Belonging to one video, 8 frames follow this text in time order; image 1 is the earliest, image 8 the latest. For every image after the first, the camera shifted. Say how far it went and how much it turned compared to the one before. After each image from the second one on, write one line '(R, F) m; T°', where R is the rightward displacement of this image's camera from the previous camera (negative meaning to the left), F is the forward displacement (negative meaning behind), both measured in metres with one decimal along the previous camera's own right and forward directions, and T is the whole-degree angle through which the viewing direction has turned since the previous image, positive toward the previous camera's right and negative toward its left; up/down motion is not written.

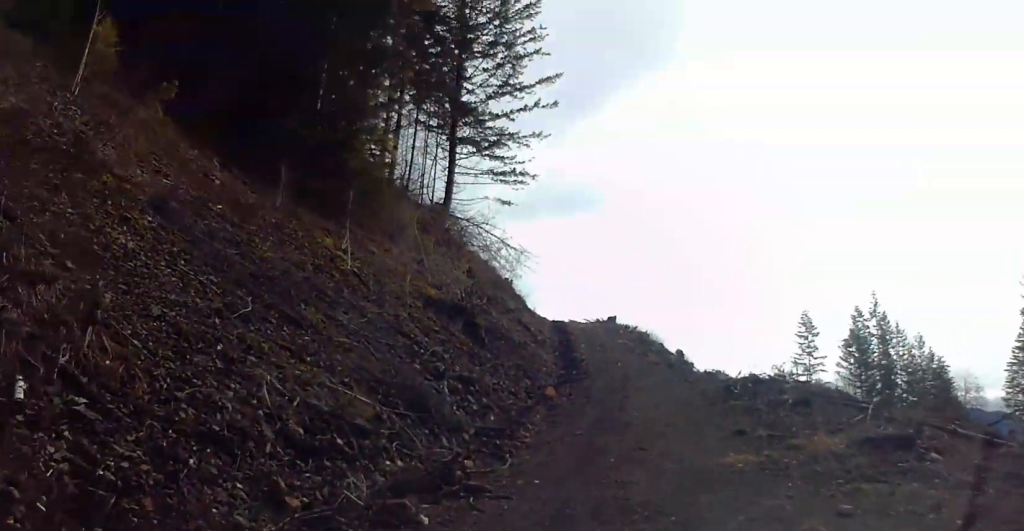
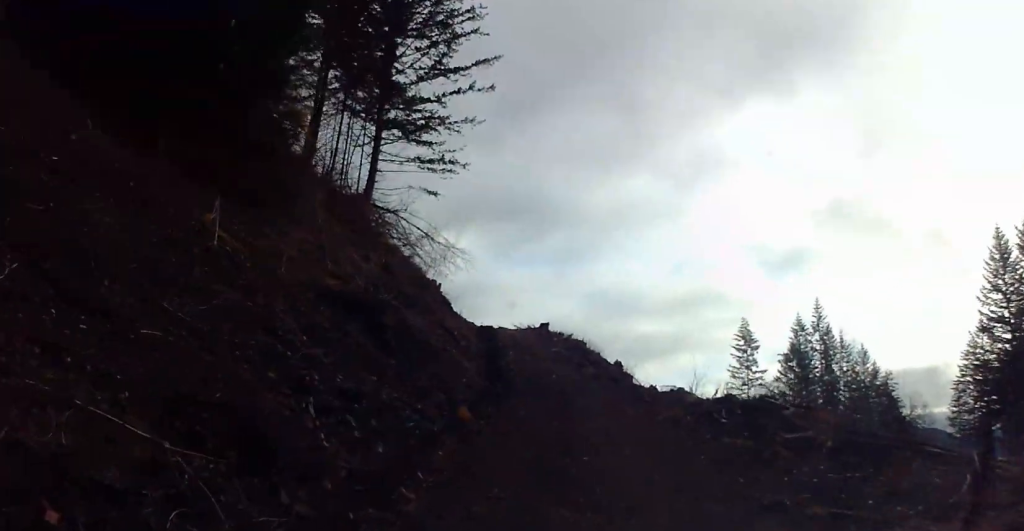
(+0.6, +5.6) m; +7°
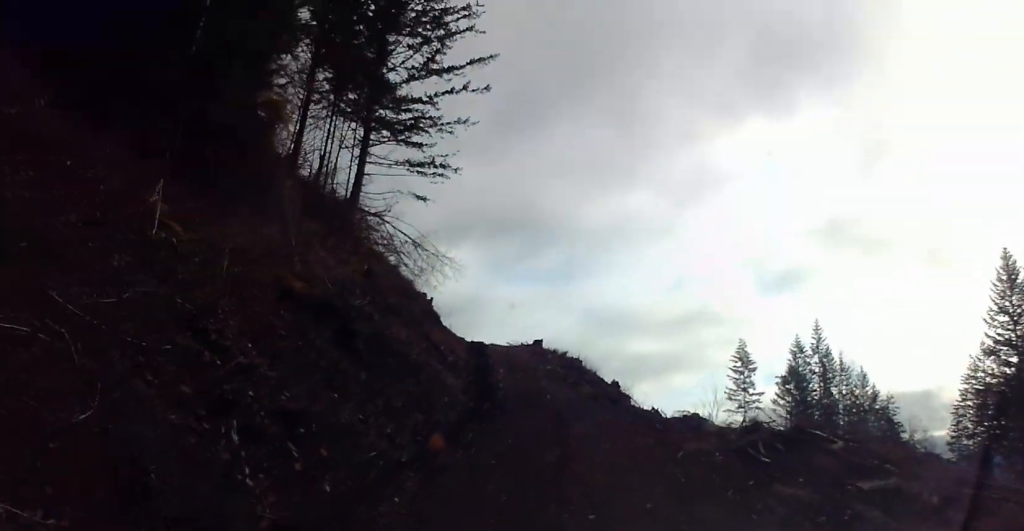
(0.0, +3.0) m; +3°
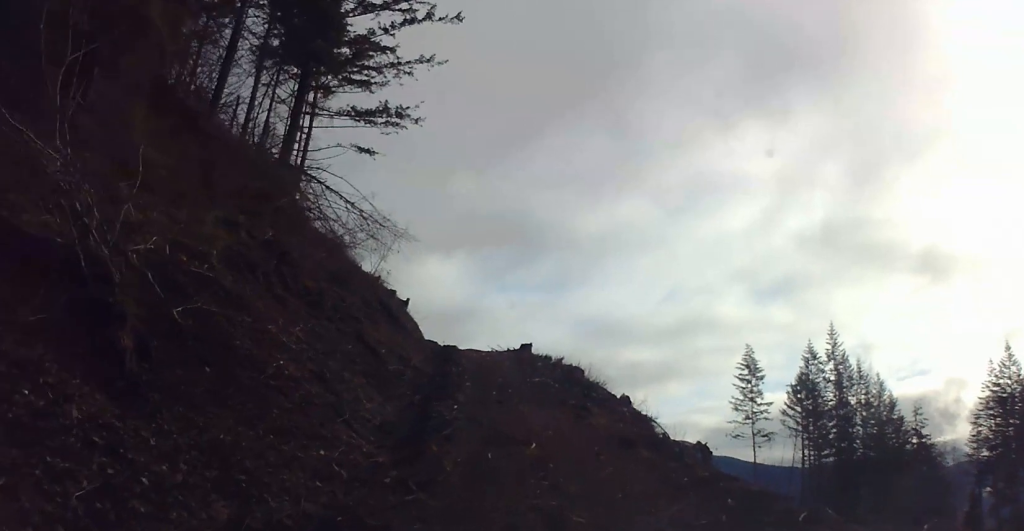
(+0.4, +12.5) m; -2°
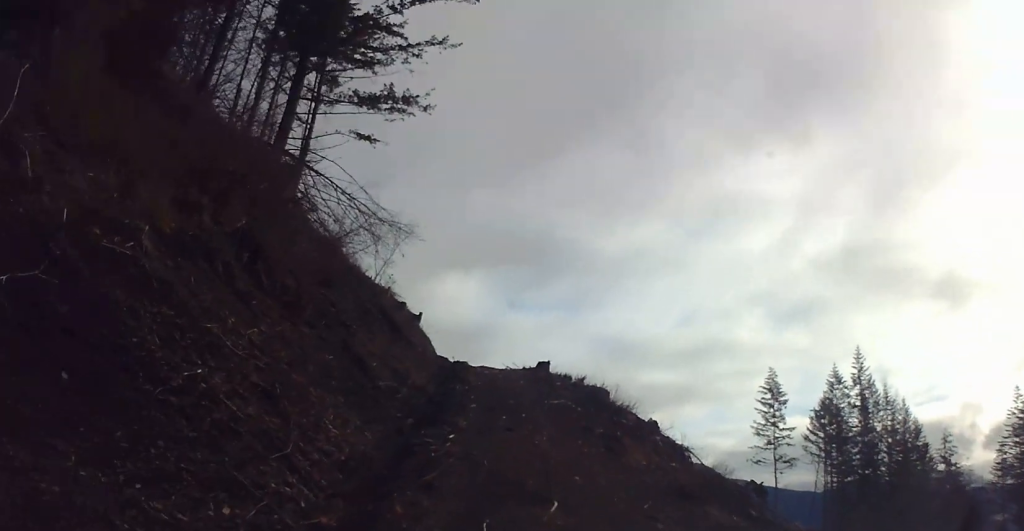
(-0.1, +4.2) m; -2°
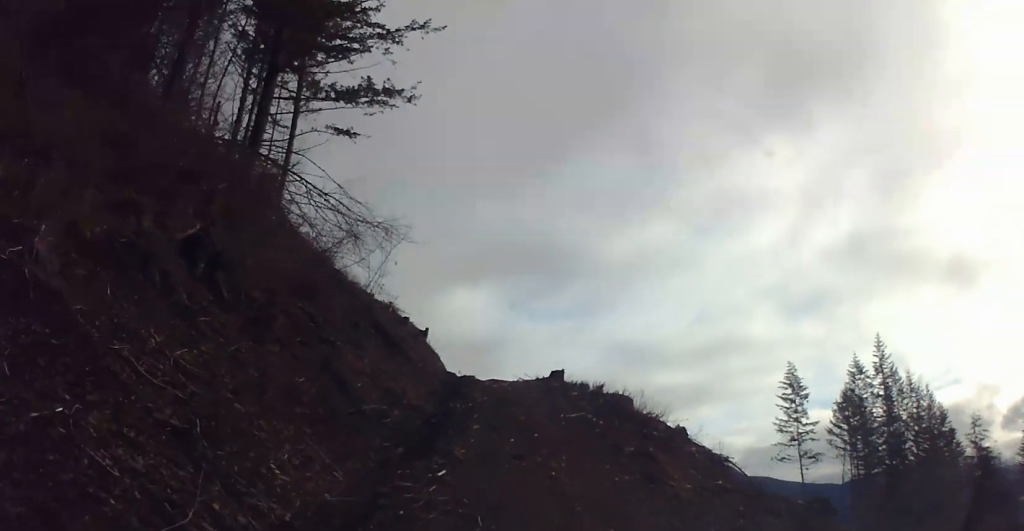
(0.0, +3.4) m; 0°
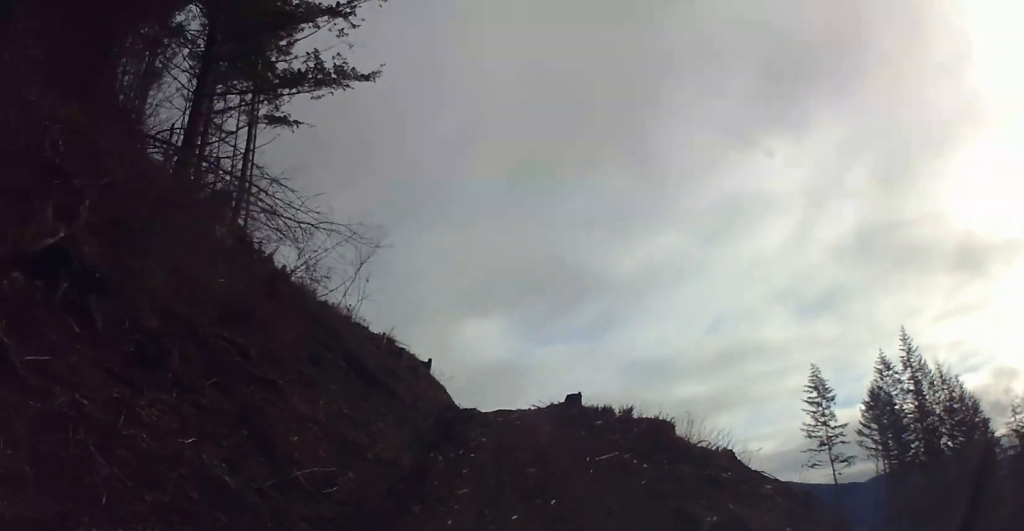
(0.0, +6.1) m; 0°
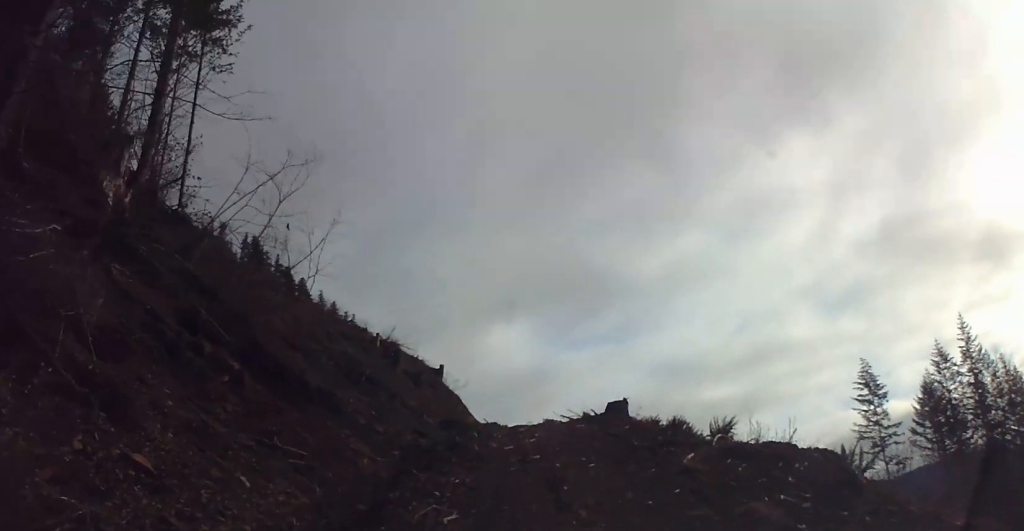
(0.0, +10.6) m; 0°
